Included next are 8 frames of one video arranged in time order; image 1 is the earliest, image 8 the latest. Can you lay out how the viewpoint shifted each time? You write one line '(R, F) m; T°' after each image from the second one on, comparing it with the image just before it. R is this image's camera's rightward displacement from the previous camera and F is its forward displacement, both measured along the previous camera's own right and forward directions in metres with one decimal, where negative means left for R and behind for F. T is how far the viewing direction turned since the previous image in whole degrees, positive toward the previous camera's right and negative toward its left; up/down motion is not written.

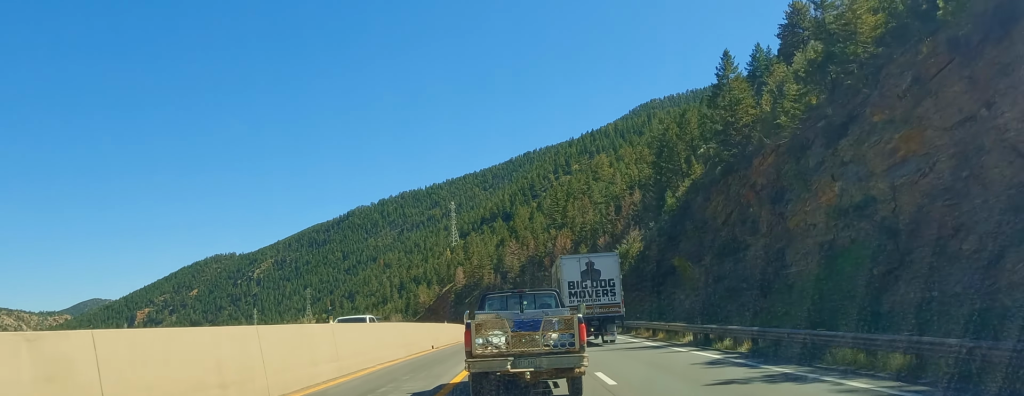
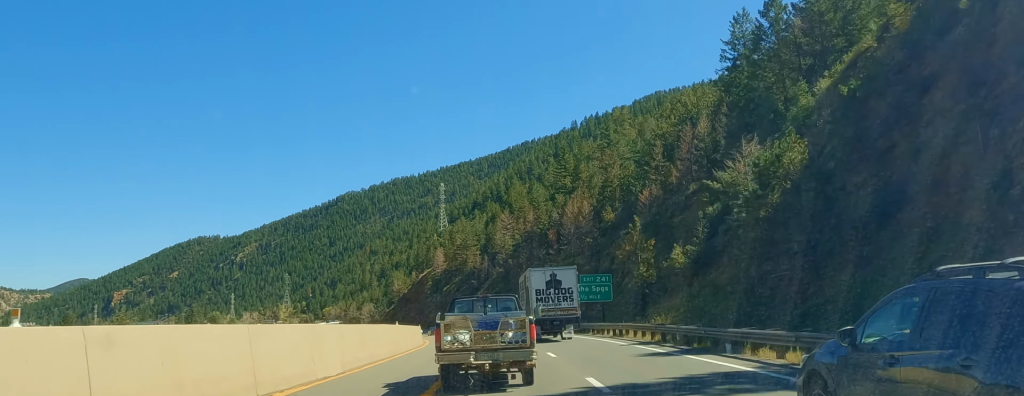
(-1.1, +48.6) m; -2°
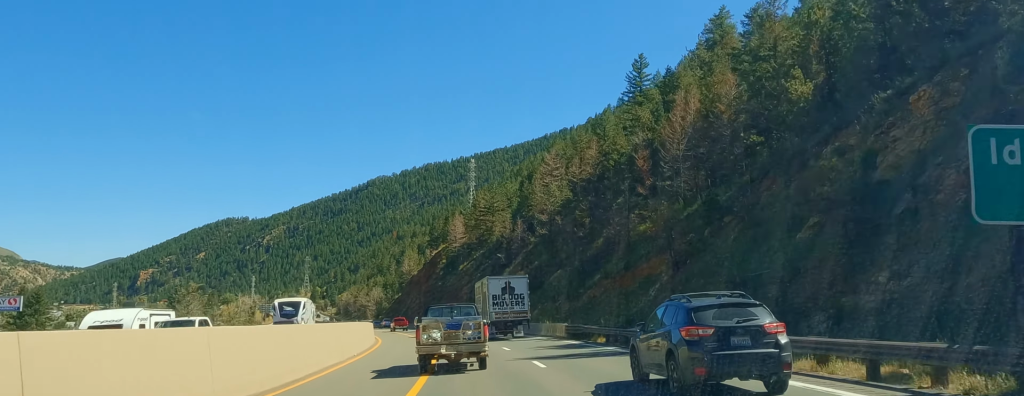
(-1.1, +55.0) m; -5°
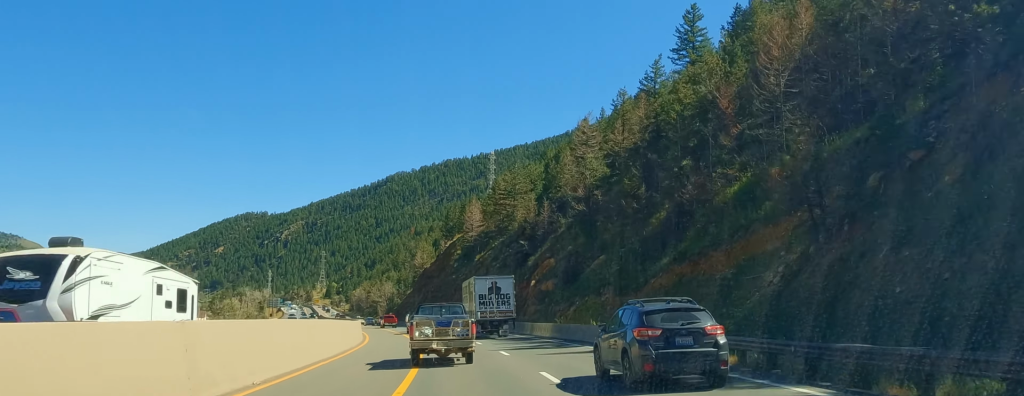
(+0.8, +17.6) m; -3°
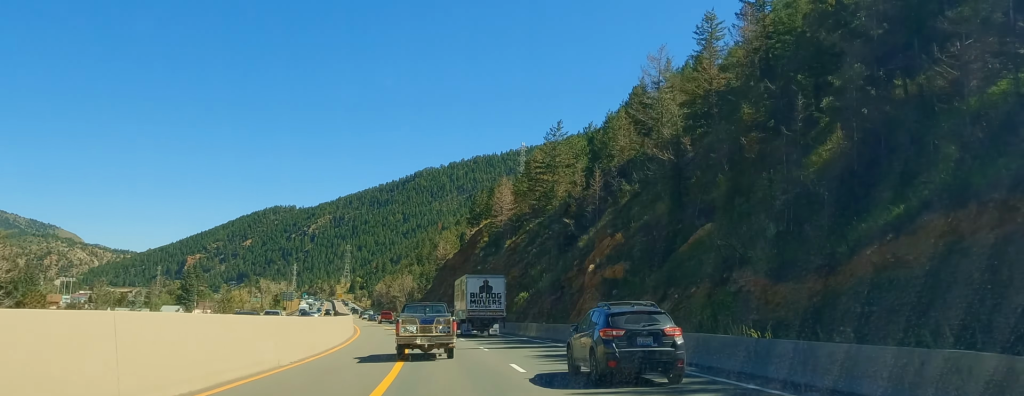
(-1.8, +21.8) m; -3°
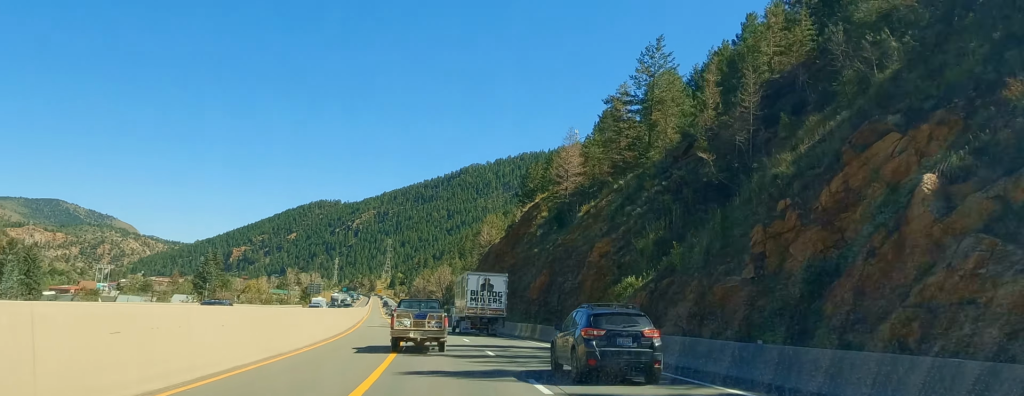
(-1.3, +30.3) m; -4°
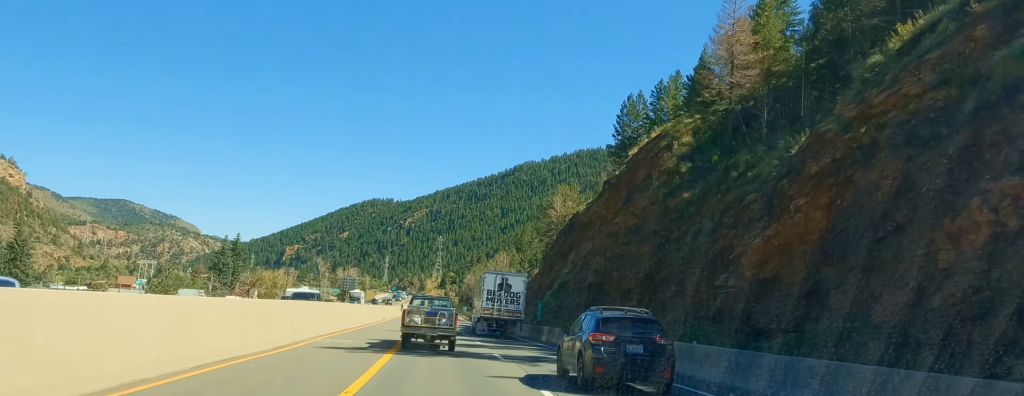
(-1.0, +38.6) m; -2°
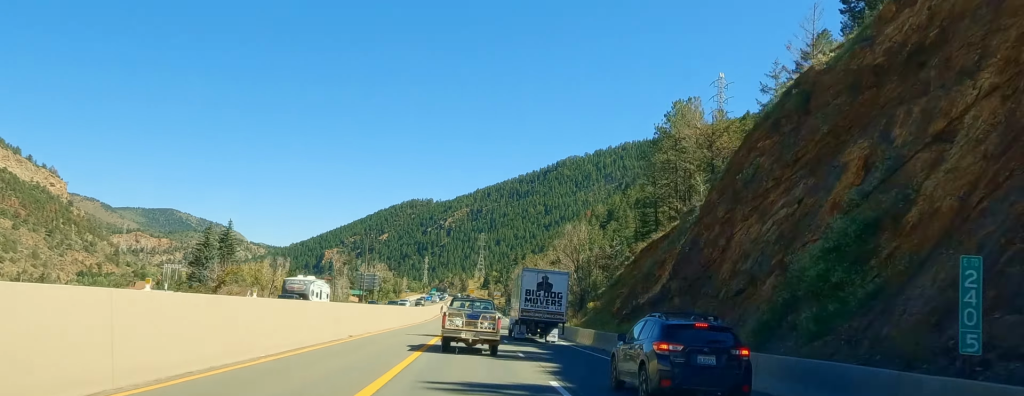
(-0.1, +45.8) m; 0°
